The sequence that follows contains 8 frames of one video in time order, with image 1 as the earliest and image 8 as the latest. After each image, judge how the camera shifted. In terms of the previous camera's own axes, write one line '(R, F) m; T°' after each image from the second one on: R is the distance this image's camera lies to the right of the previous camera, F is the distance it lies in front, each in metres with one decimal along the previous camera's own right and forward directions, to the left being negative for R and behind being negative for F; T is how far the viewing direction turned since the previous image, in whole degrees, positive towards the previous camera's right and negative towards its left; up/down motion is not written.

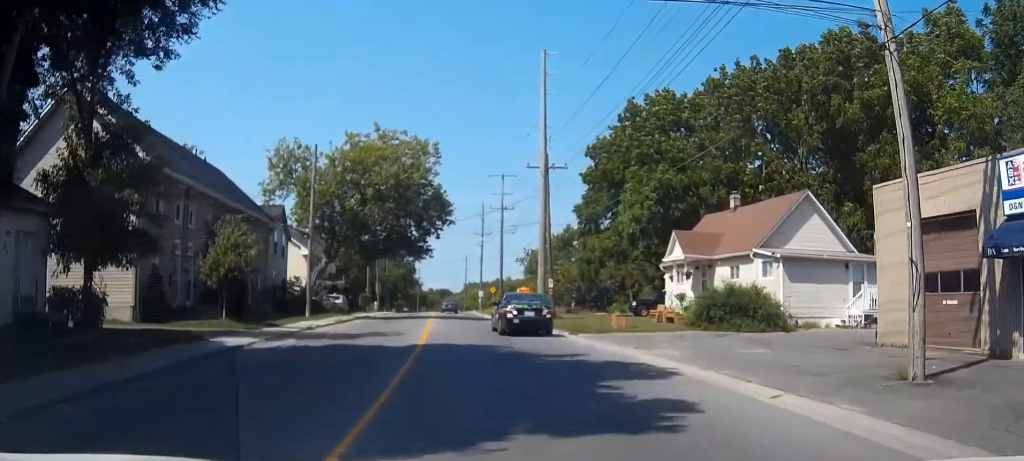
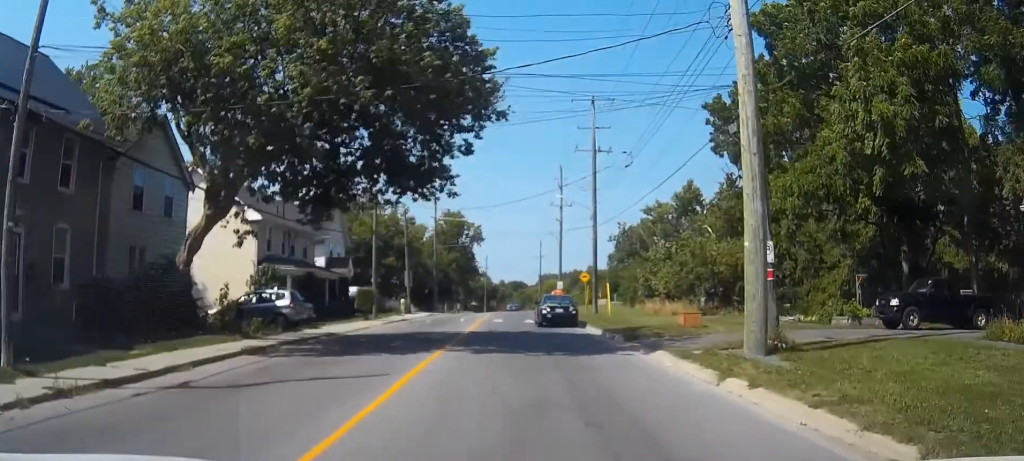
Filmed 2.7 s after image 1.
(0.0, +32.2) m; 0°
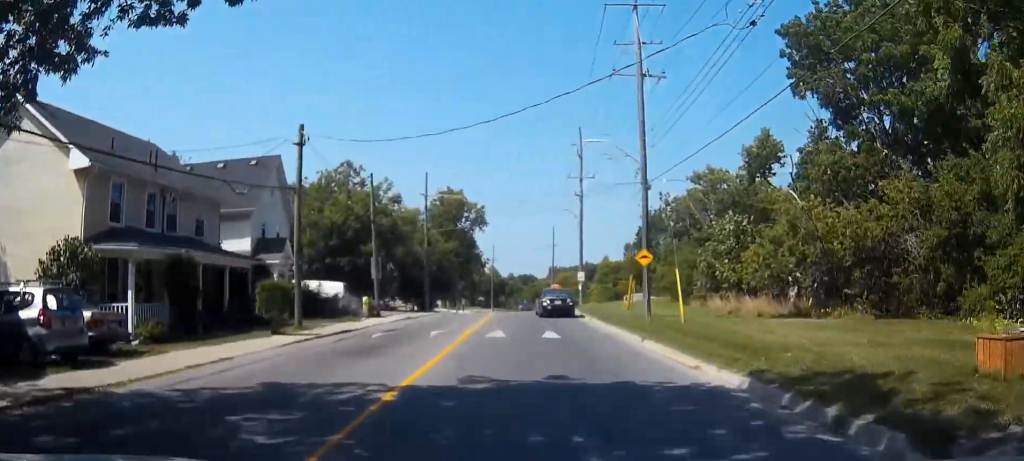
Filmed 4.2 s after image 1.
(0.0, +17.6) m; 0°
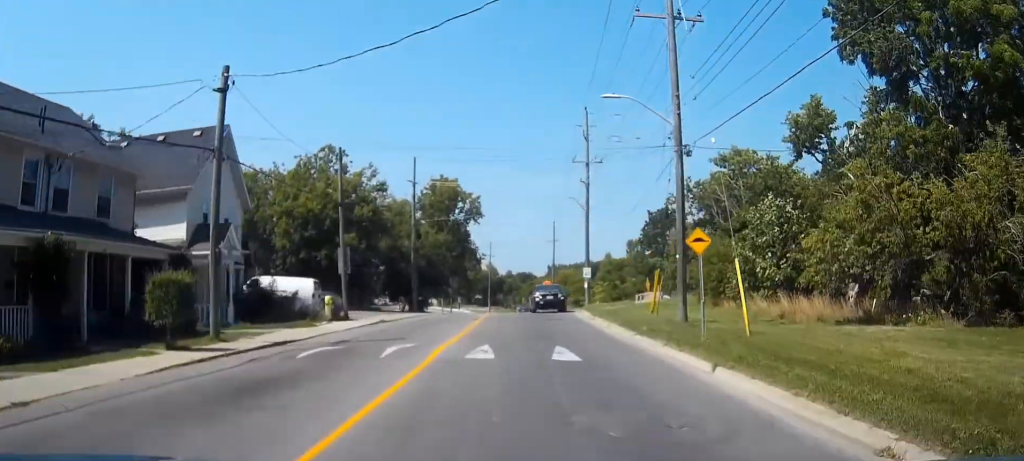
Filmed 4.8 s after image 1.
(0.0, +7.6) m; 0°
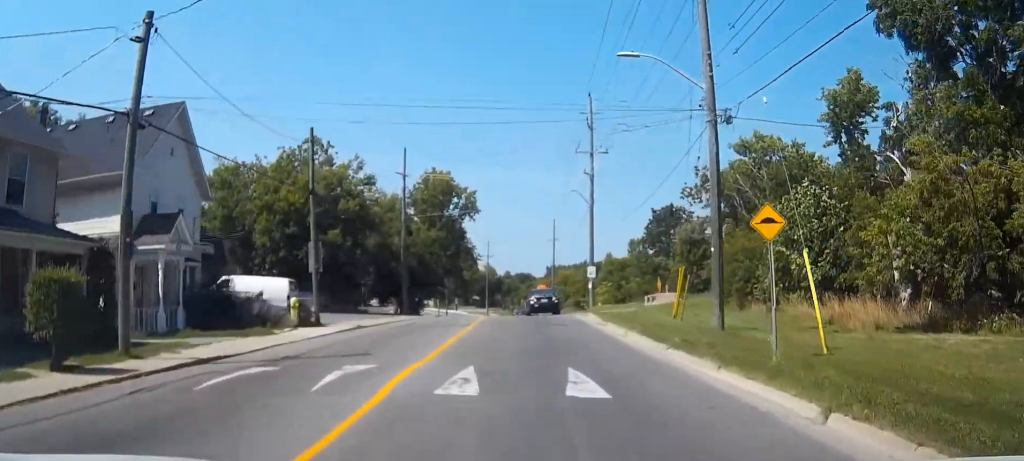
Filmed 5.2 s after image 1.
(0.0, +4.8) m; 0°
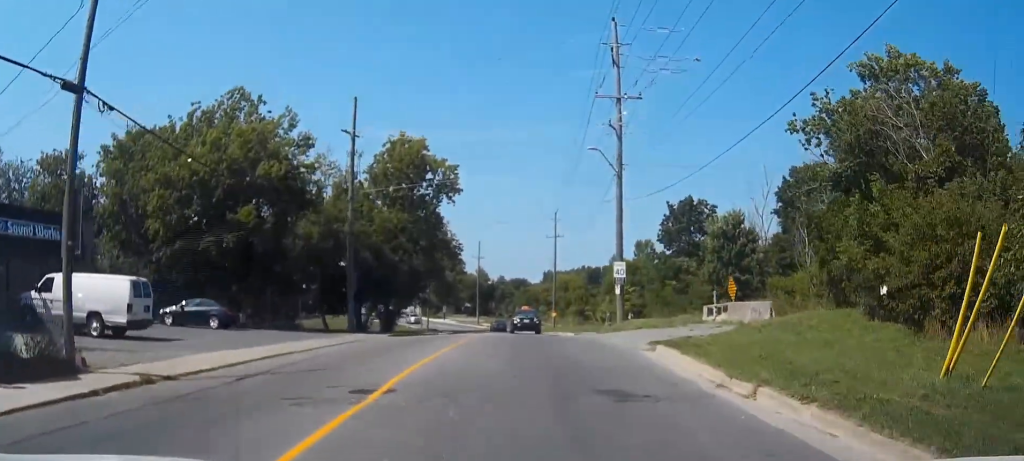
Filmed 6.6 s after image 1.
(0.0, +17.3) m; 0°
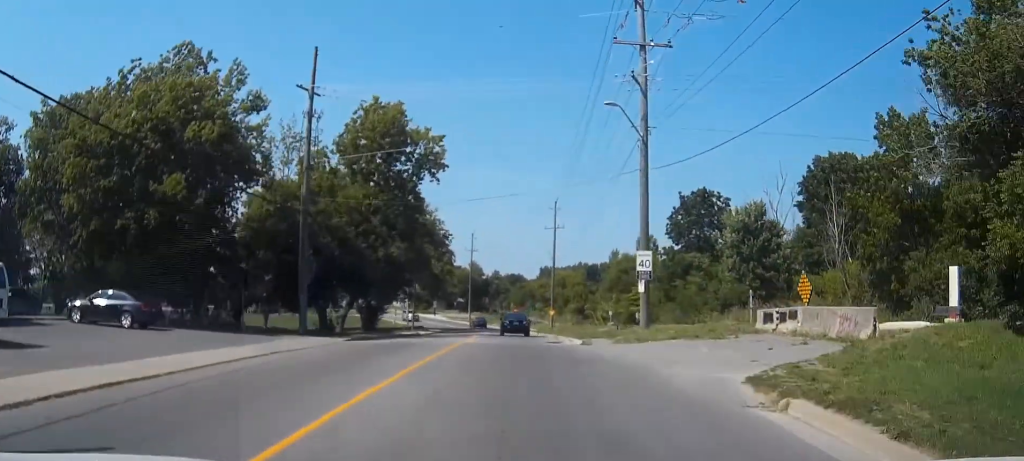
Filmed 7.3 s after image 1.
(0.0, +8.5) m; 0°
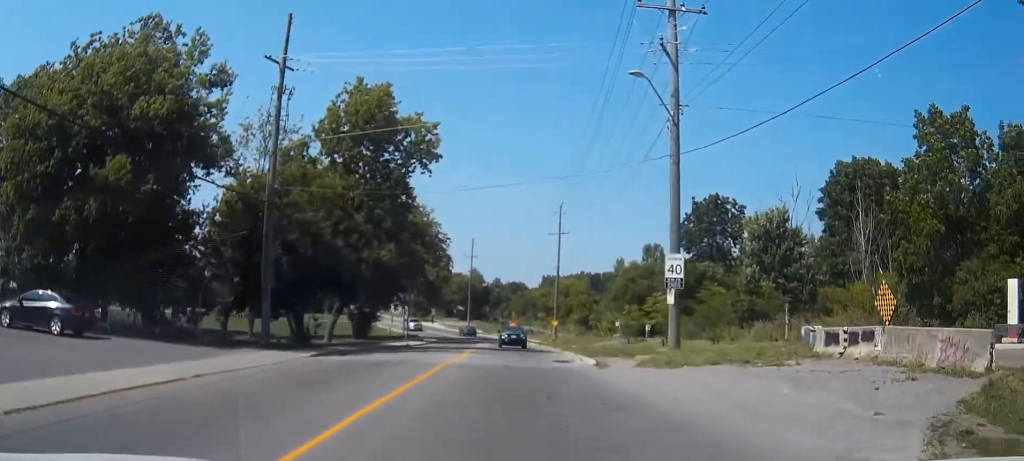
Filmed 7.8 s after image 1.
(0.0, +5.2) m; 0°
